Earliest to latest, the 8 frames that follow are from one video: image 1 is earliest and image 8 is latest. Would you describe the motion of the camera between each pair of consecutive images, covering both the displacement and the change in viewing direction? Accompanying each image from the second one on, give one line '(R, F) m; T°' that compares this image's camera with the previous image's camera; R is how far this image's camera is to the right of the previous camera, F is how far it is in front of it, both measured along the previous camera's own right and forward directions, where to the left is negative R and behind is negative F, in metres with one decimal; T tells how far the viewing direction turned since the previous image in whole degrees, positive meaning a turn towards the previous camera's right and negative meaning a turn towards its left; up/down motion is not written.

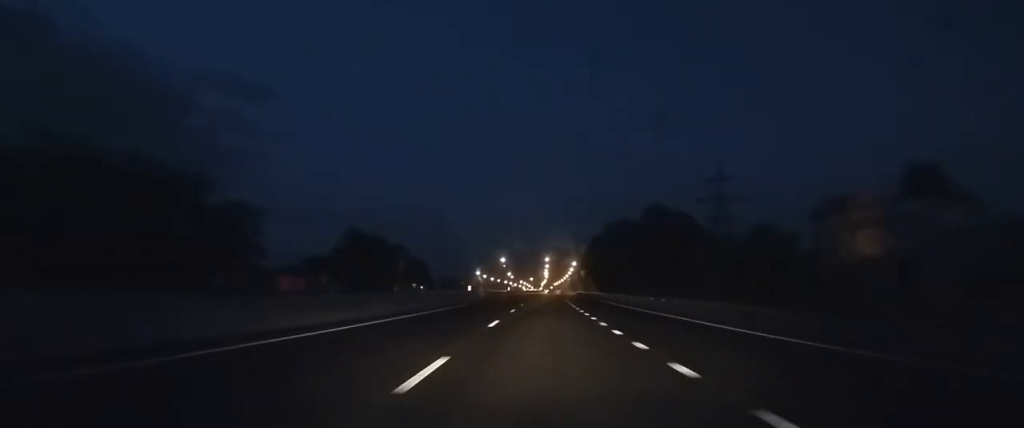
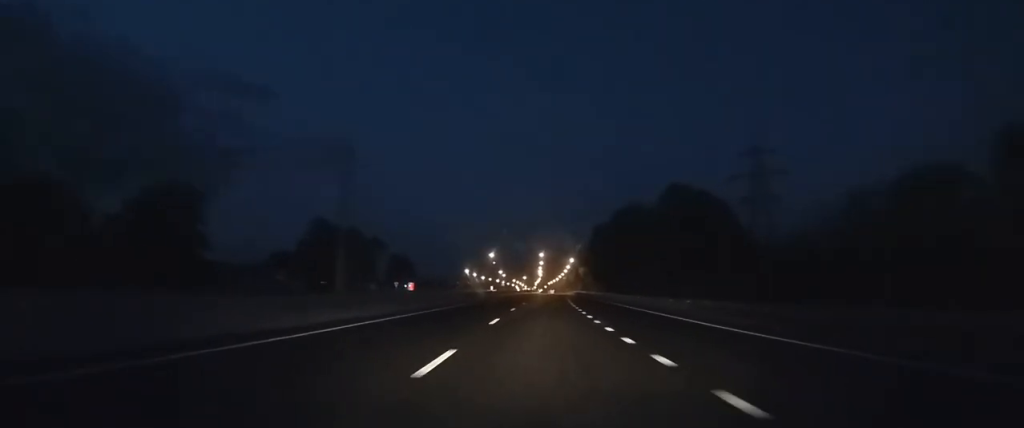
(+0.1, +23.5) m; 0°
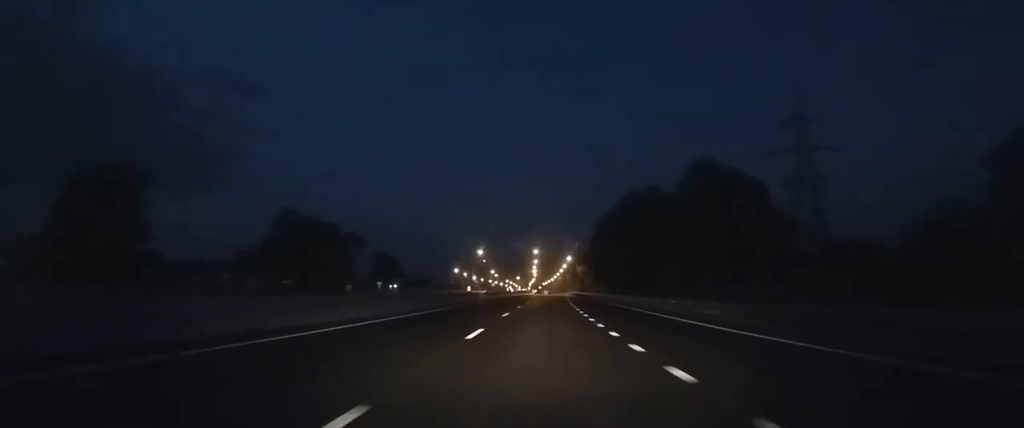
(0.0, +16.4) m; 0°
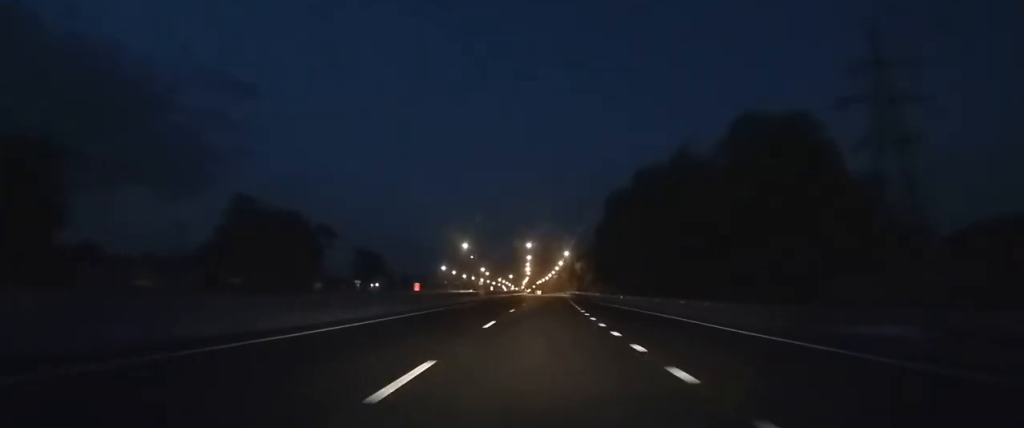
(+0.1, +19.2) m; +1°
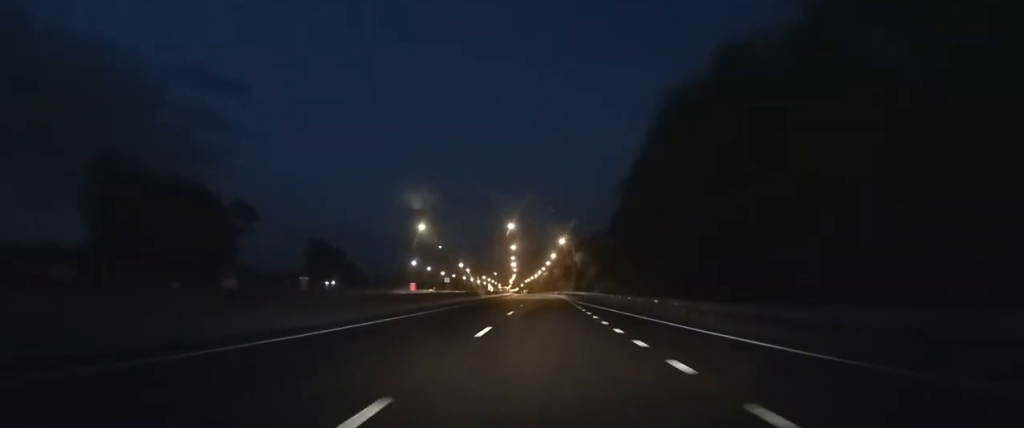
(+0.5, +35.4) m; +1°
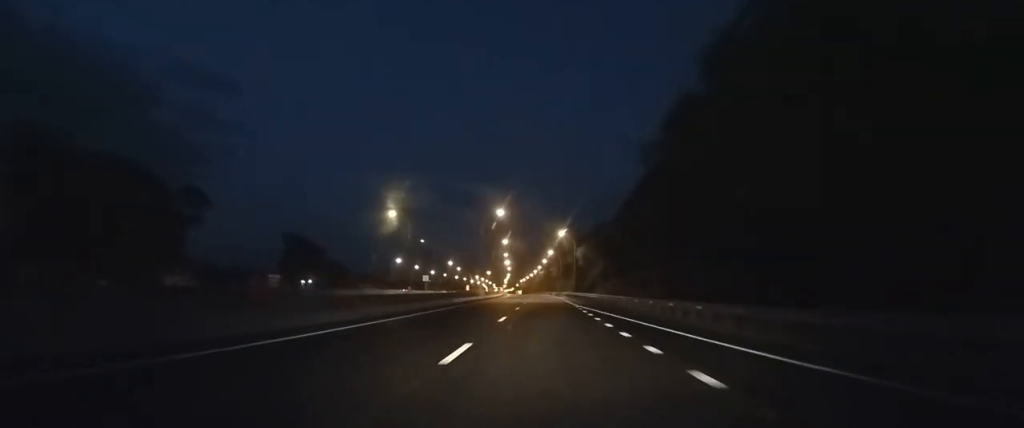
(0.0, +14.1) m; 0°
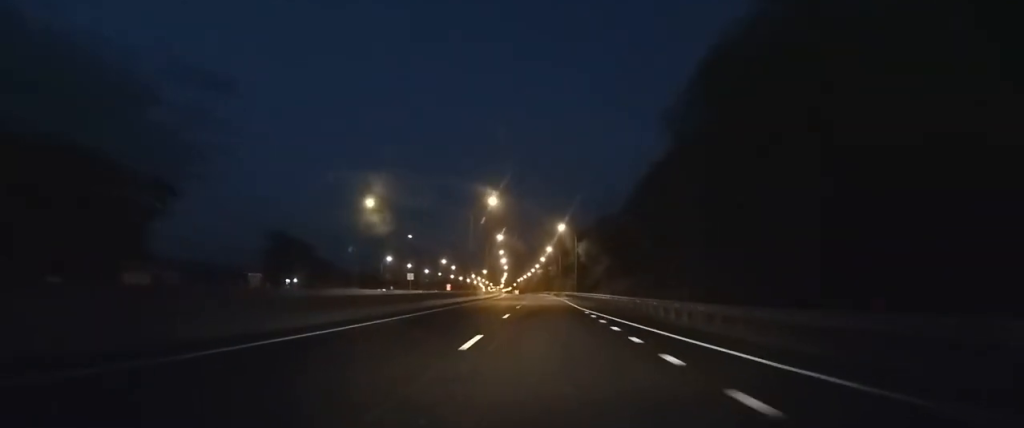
(0.0, +7.8) m; 0°
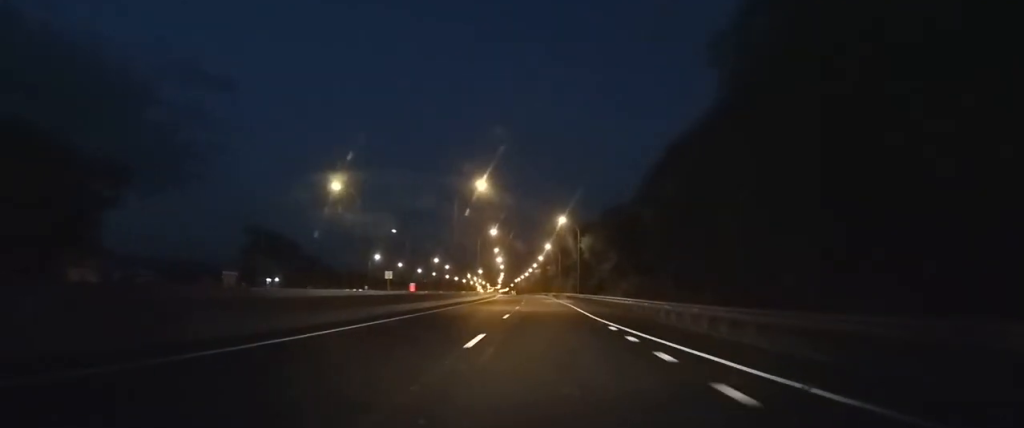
(0.0, +8.6) m; 0°
